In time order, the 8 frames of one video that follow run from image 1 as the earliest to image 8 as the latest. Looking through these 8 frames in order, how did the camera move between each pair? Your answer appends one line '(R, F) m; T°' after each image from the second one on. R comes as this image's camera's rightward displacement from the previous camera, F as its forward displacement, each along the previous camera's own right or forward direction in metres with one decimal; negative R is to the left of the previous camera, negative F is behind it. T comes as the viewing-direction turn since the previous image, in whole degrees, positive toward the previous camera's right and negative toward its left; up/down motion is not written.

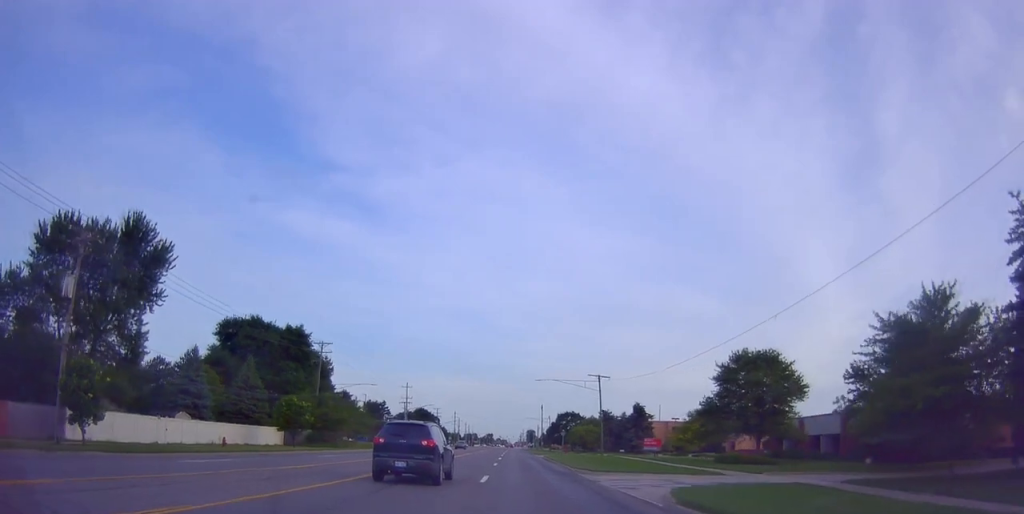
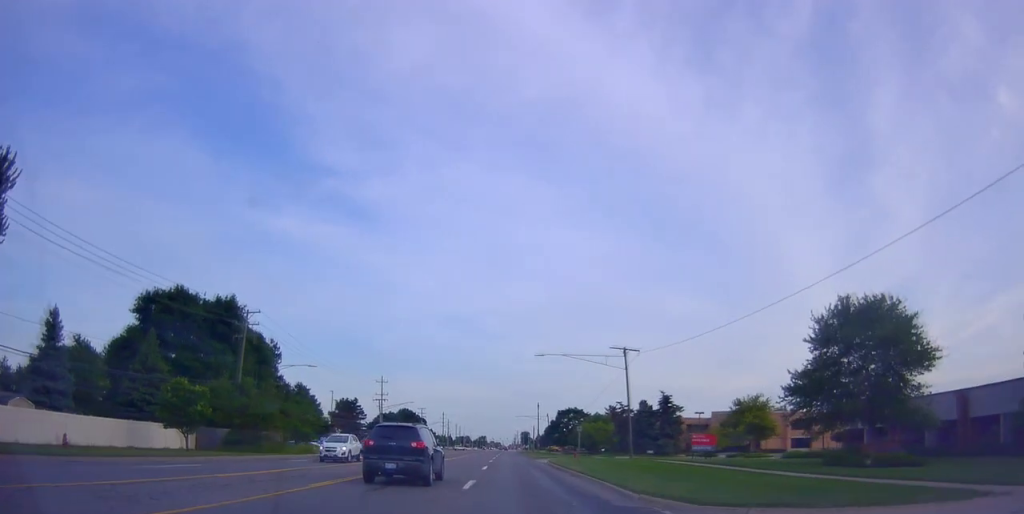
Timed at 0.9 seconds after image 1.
(-0.3, +18.4) m; 0°
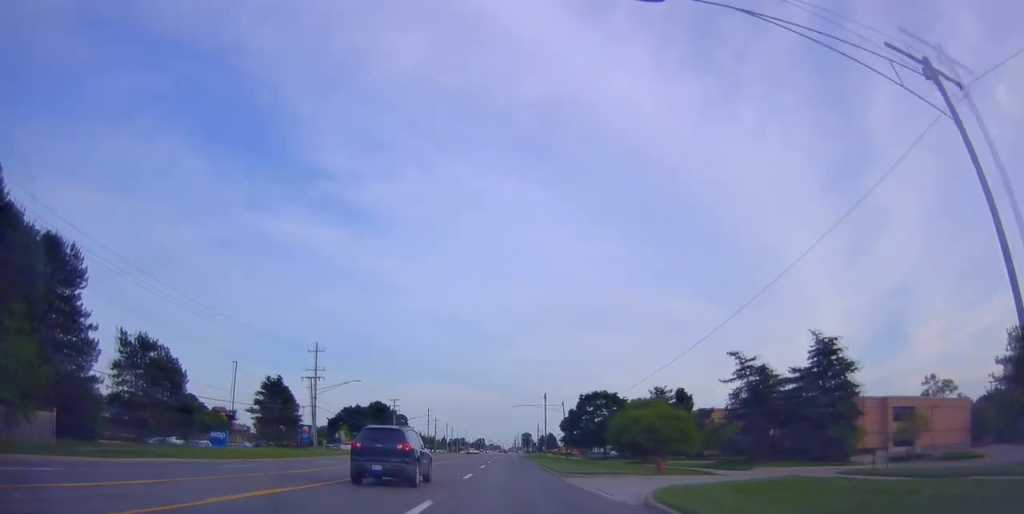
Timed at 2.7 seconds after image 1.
(+1.0, +37.7) m; 0°
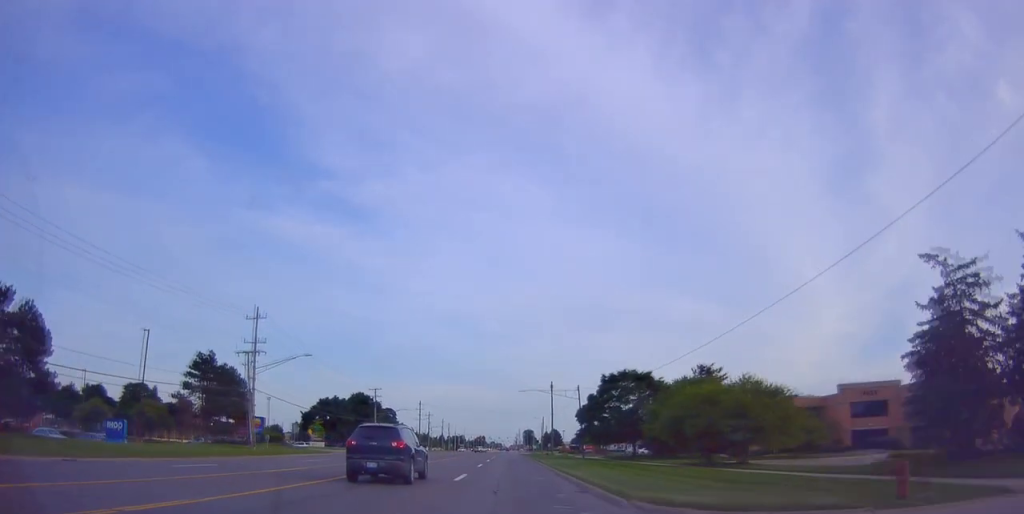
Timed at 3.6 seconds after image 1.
(-0.7, +18.6) m; 0°
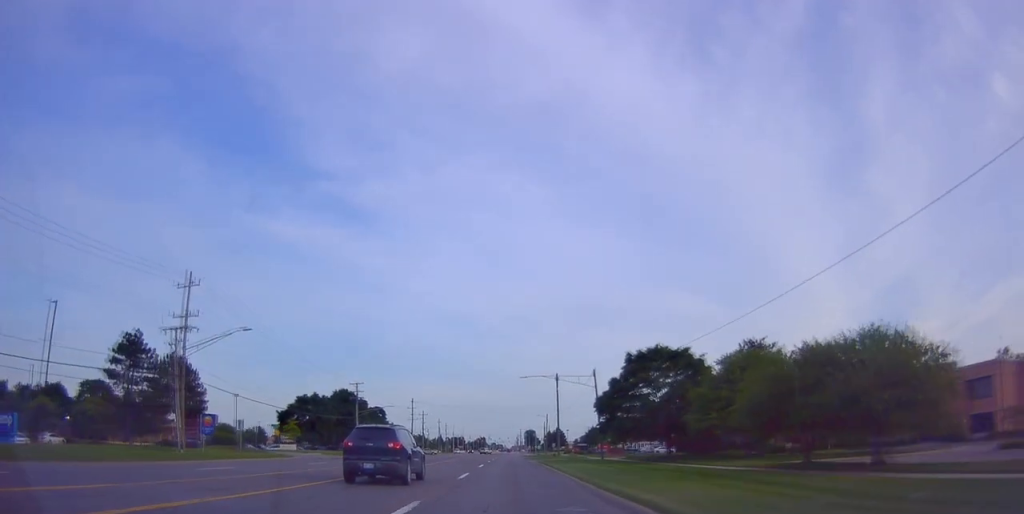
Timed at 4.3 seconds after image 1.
(+0.5, +13.0) m; 0°
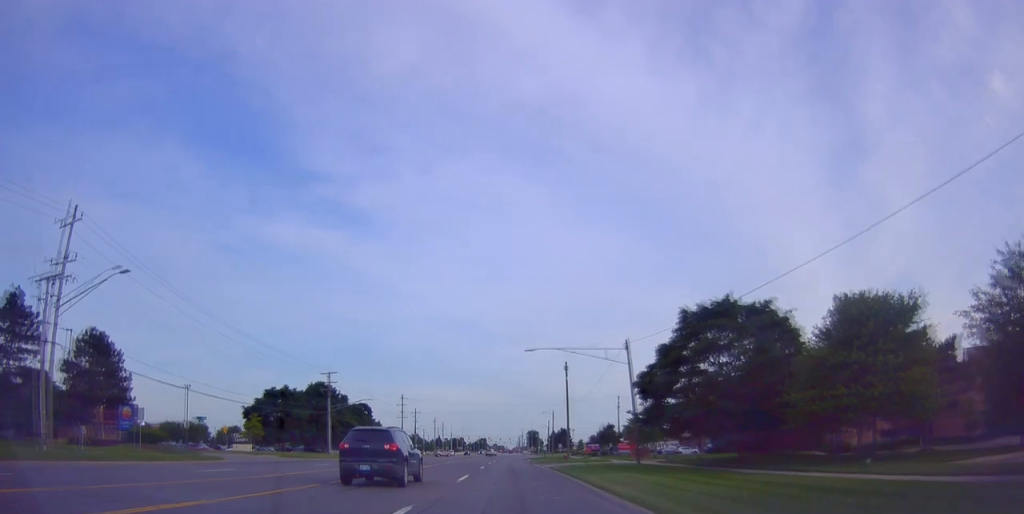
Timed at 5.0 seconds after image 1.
(-0.1, +15.0) m; 0°
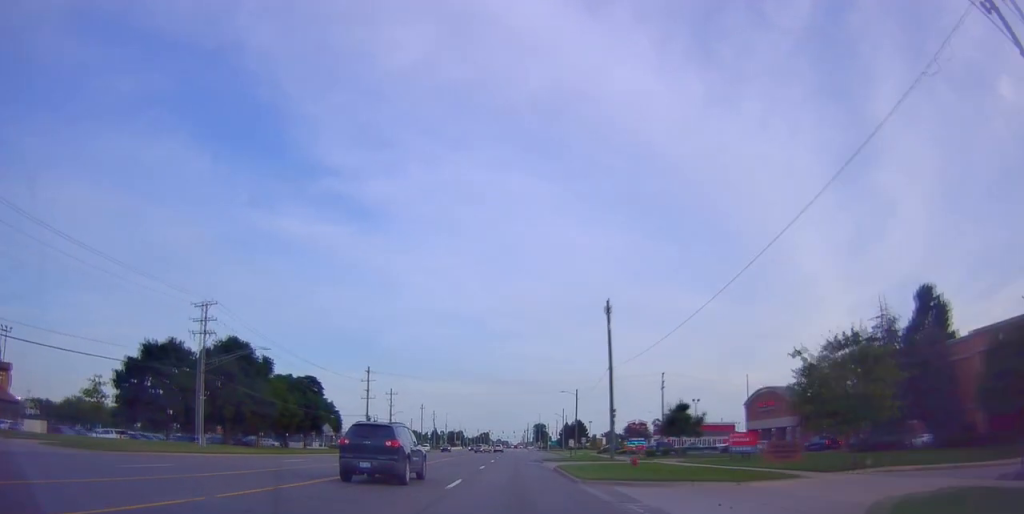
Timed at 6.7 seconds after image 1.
(-0.3, +35.0) m; -1°
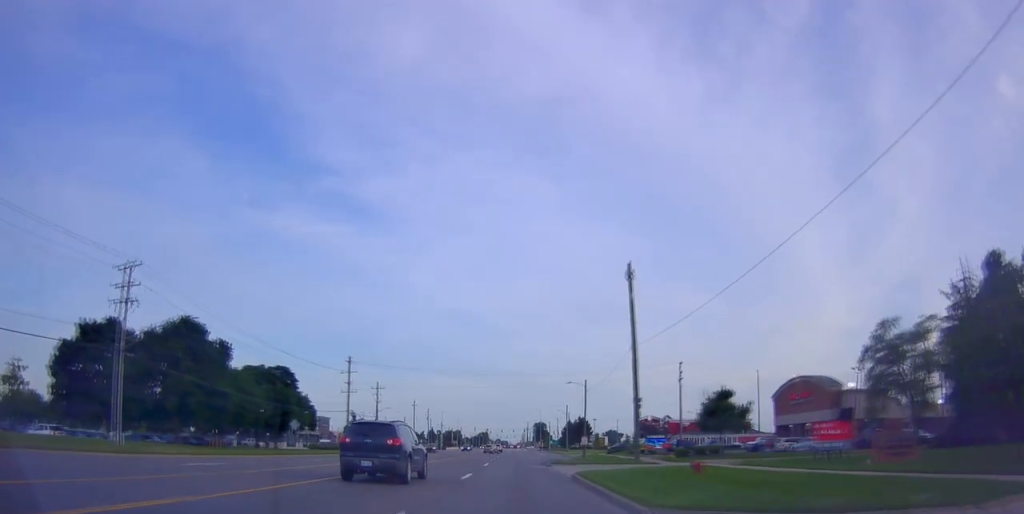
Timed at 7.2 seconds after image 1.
(-0.3, +11.0) m; +1°
